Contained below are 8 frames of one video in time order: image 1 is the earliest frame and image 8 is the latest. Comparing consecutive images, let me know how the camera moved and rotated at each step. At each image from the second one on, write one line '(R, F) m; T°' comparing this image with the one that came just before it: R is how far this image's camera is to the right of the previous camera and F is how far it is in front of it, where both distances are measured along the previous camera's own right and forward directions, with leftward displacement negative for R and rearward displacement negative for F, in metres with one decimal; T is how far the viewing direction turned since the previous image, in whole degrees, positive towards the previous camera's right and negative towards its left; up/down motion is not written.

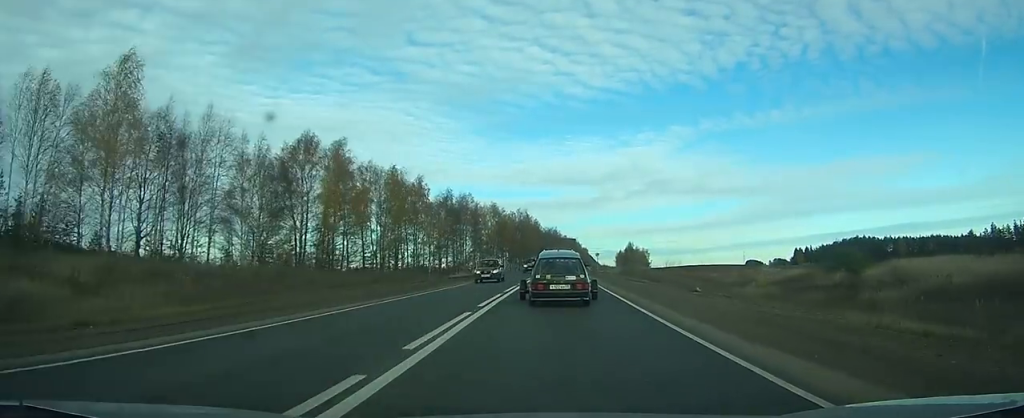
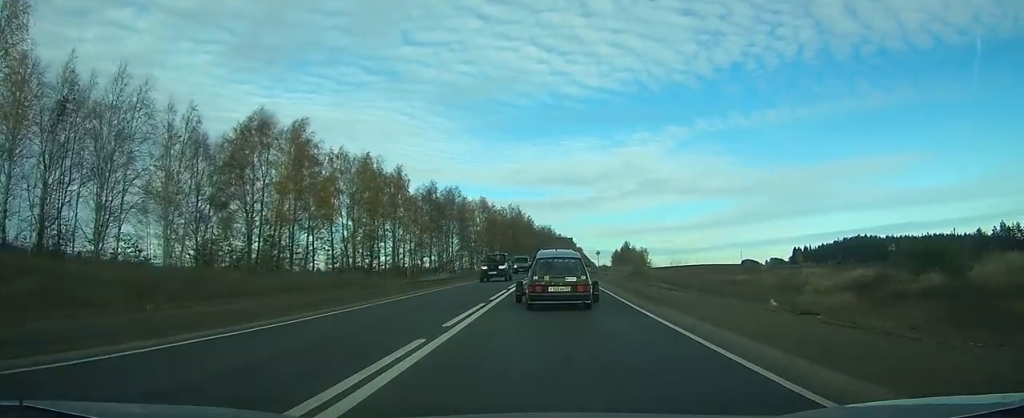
(+0.2, +11.7) m; +1°
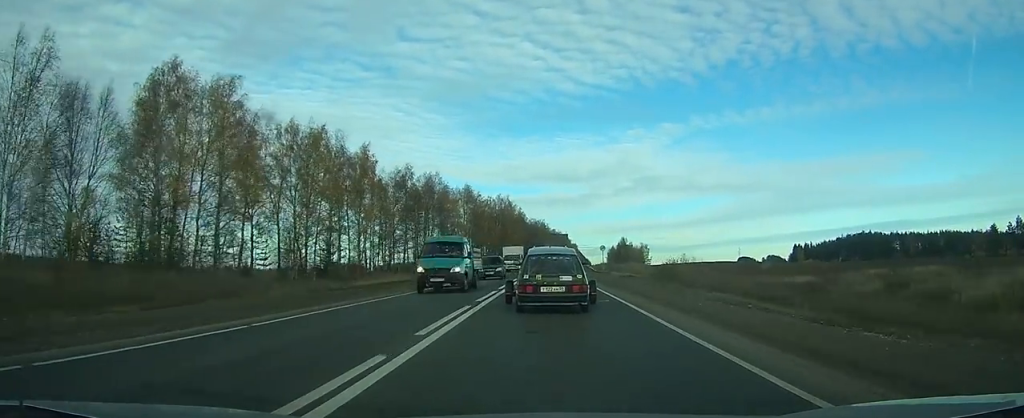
(+0.3, +16.7) m; +1°
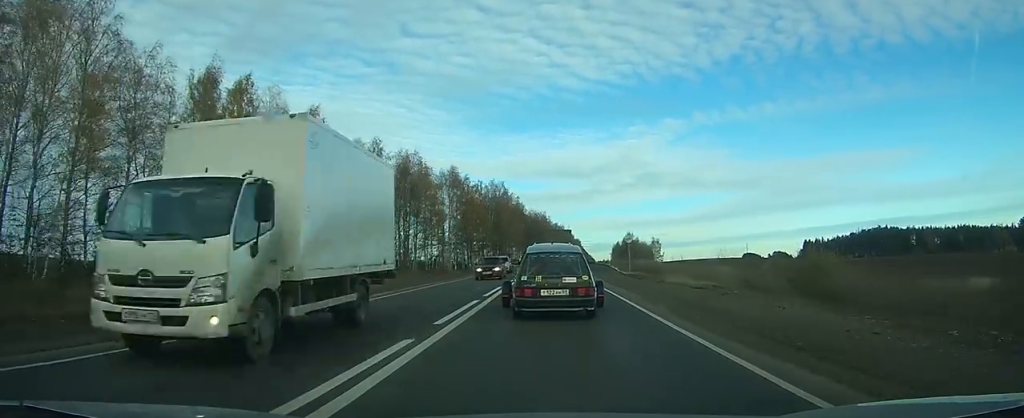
(+0.2, +22.6) m; +1°
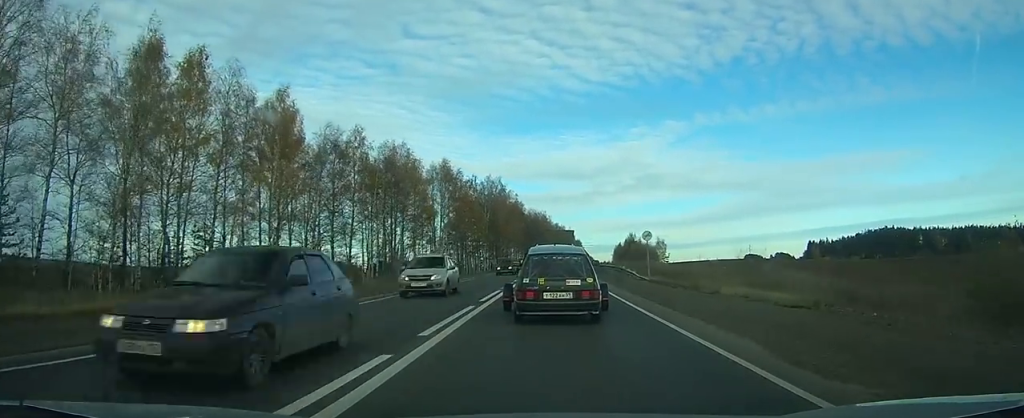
(0.0, +9.9) m; 0°
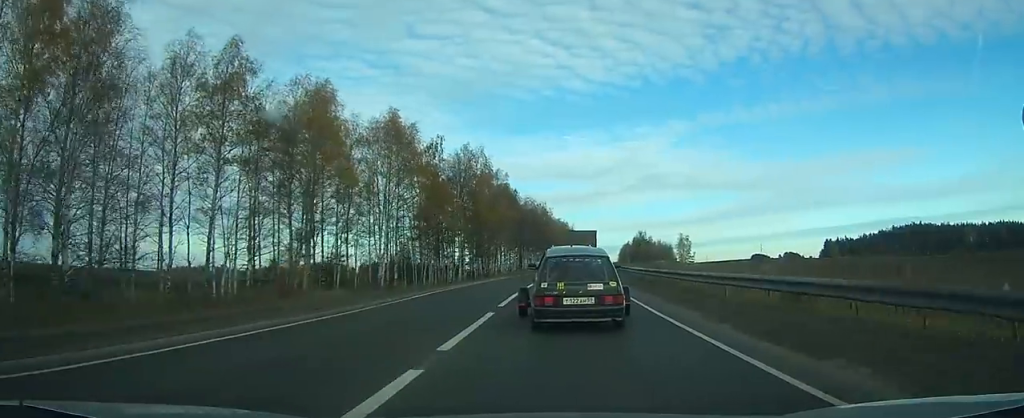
(-0.4, +37.6) m; -1°
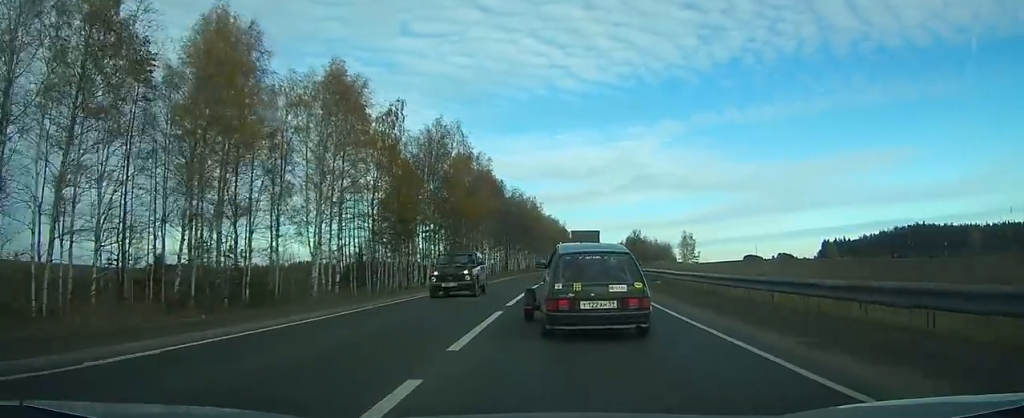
(0.0, +16.0) m; 0°
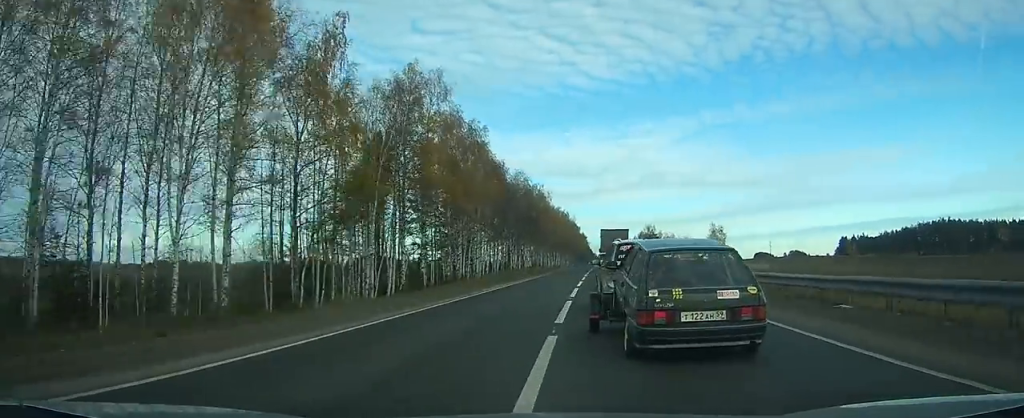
(+0.1, +20.3) m; 0°
